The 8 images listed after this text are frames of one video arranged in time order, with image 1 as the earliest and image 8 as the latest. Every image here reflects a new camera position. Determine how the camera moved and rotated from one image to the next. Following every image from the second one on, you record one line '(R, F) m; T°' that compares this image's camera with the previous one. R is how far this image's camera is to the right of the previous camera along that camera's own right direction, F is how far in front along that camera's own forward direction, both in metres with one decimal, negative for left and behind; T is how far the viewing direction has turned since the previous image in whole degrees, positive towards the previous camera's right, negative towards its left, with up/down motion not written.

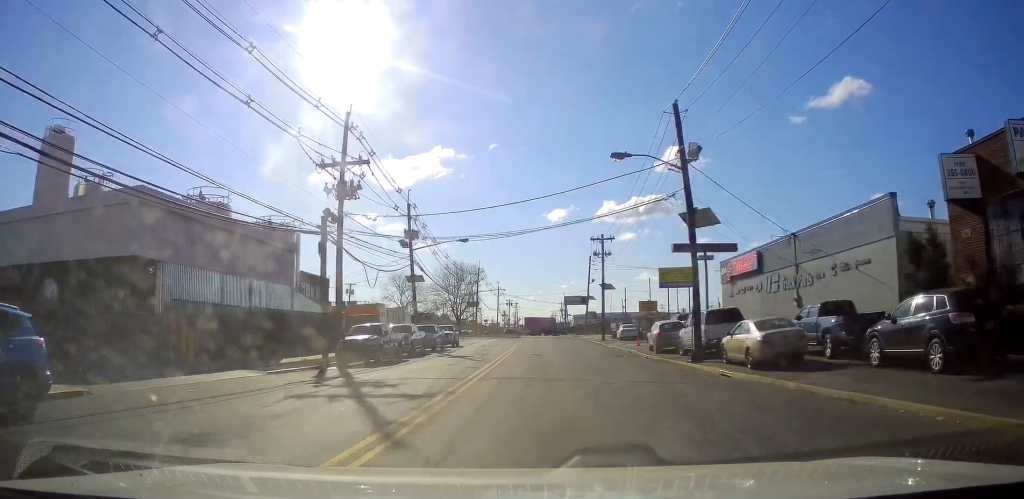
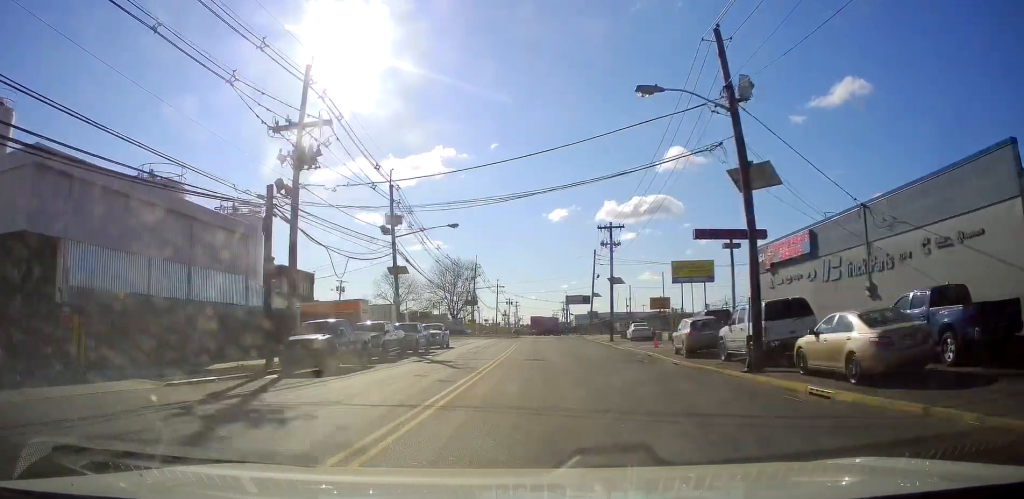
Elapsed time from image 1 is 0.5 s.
(-0.1, +6.0) m; 0°
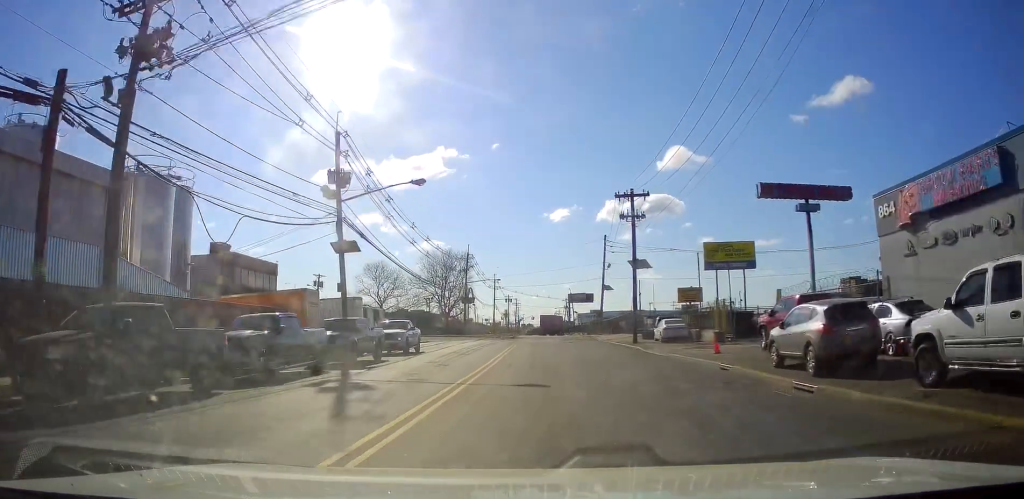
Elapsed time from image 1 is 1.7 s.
(-0.1, +12.4) m; -1°
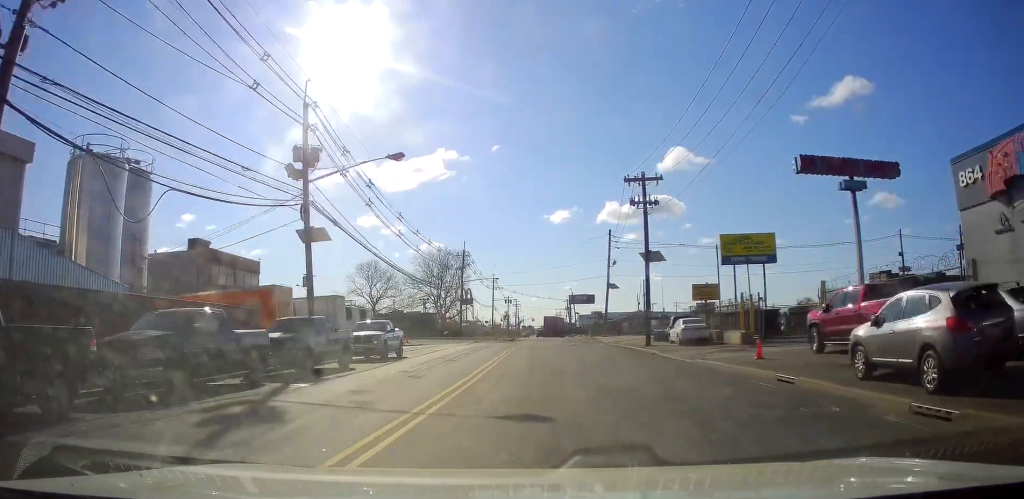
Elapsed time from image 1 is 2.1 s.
(0.0, +4.6) m; 0°
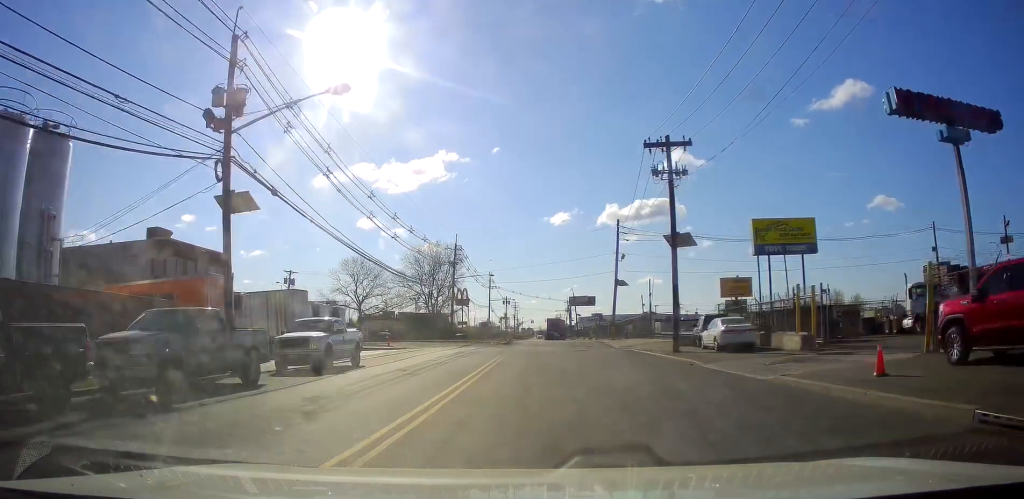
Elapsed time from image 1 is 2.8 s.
(-0.1, +7.5) m; -2°
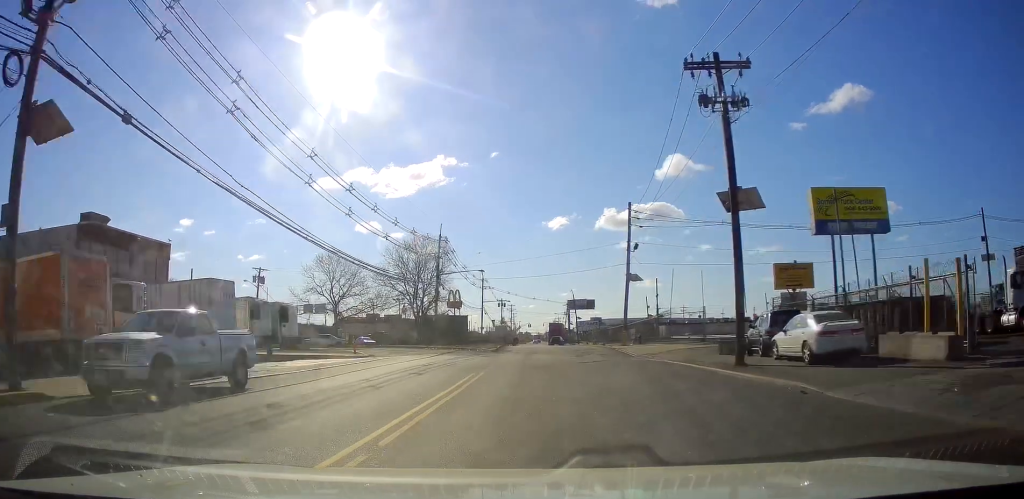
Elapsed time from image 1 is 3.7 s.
(-0.3, +9.5) m; 0°
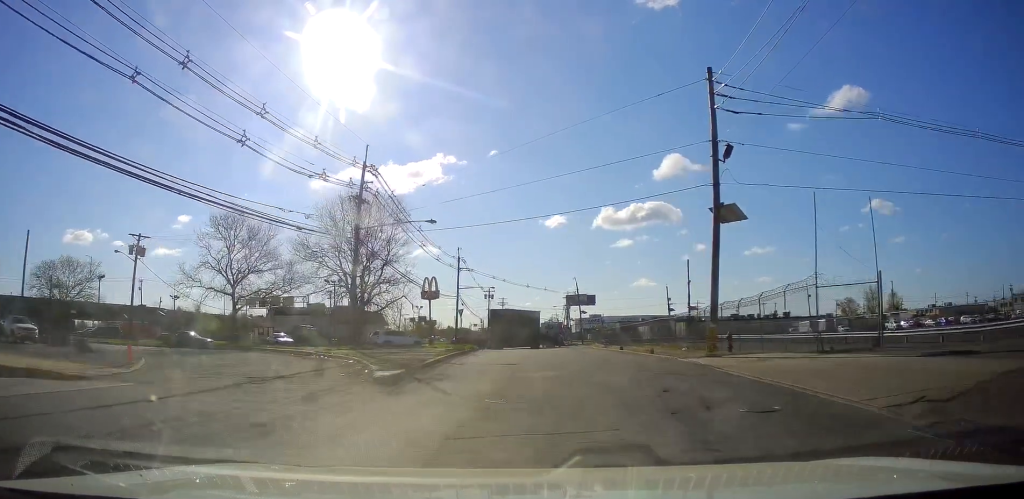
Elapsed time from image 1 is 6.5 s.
(+1.0, +26.7) m; +3°
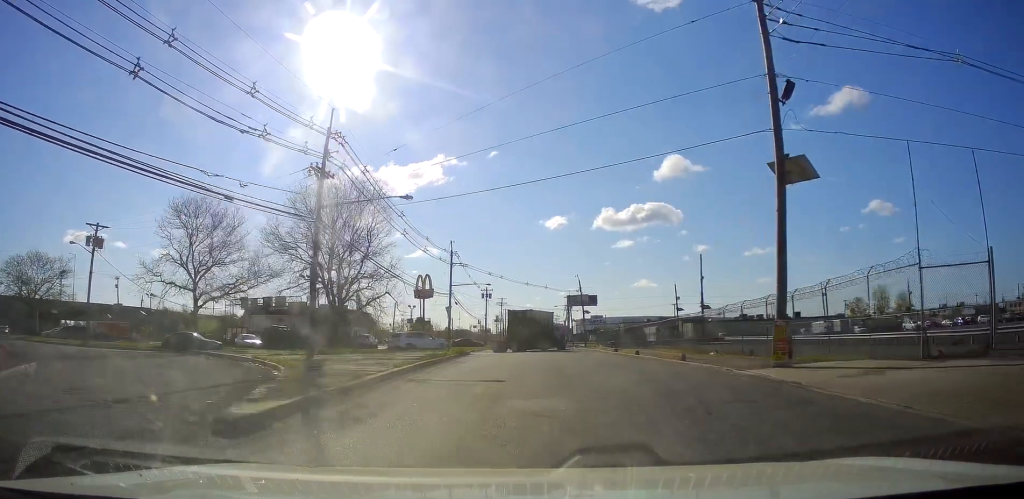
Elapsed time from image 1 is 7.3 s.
(+0.1, +7.0) m; +1°
